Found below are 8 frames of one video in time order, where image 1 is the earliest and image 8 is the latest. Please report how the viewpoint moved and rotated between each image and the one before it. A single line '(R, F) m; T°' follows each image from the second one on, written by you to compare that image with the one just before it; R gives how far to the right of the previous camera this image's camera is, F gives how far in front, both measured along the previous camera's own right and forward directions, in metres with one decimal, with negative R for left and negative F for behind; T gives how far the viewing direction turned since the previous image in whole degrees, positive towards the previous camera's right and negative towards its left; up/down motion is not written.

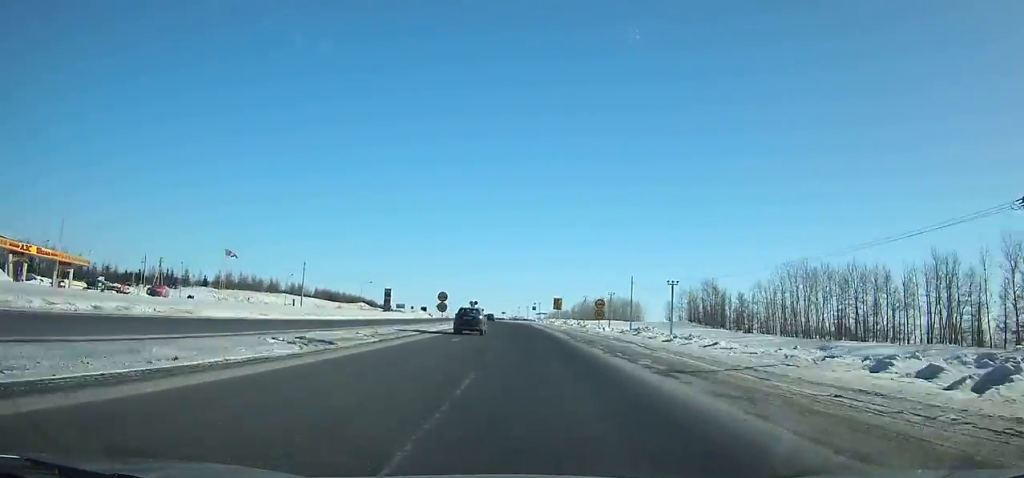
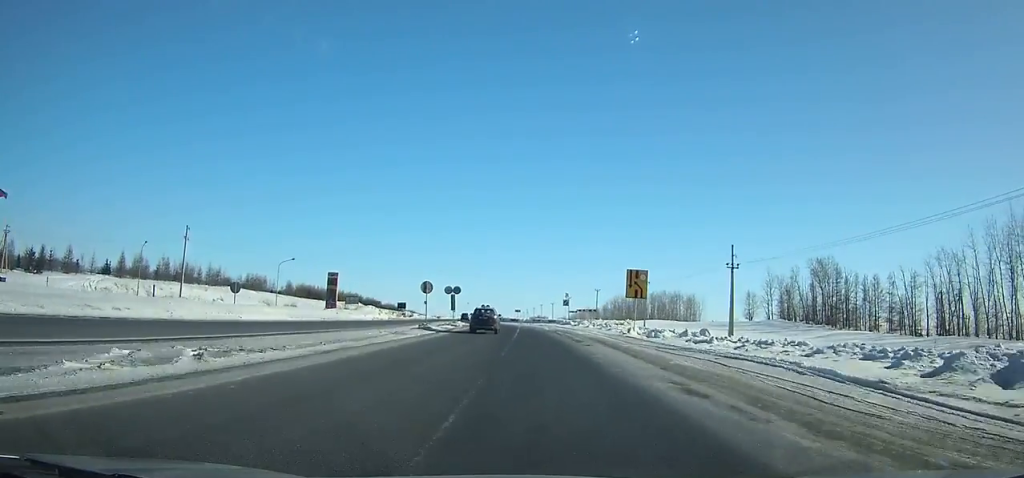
(-0.9, +61.4) m; -3°
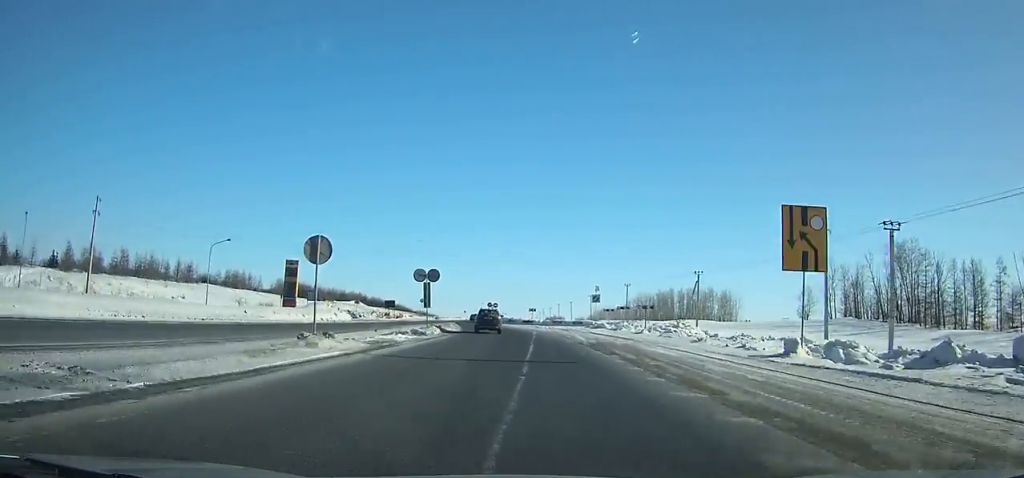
(+0.3, +25.3) m; -2°
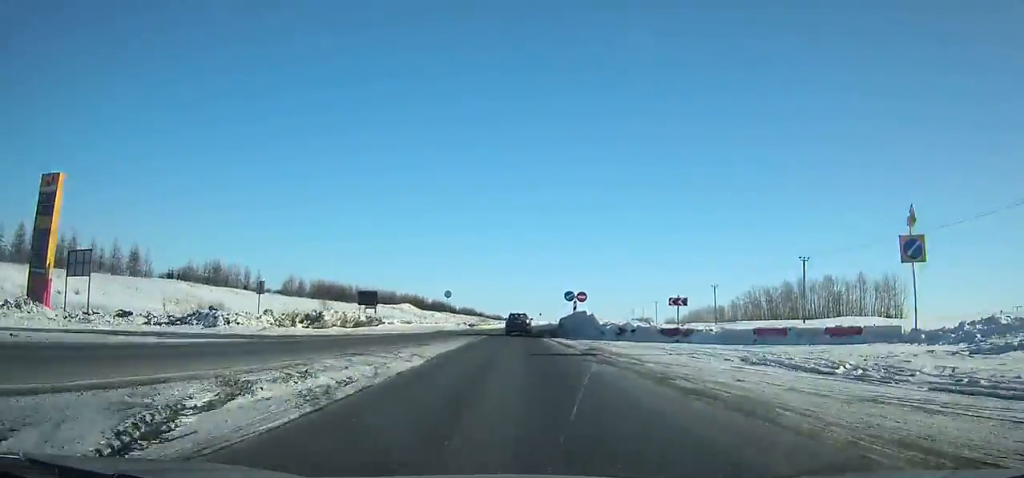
(-2.6, +53.2) m; -4°
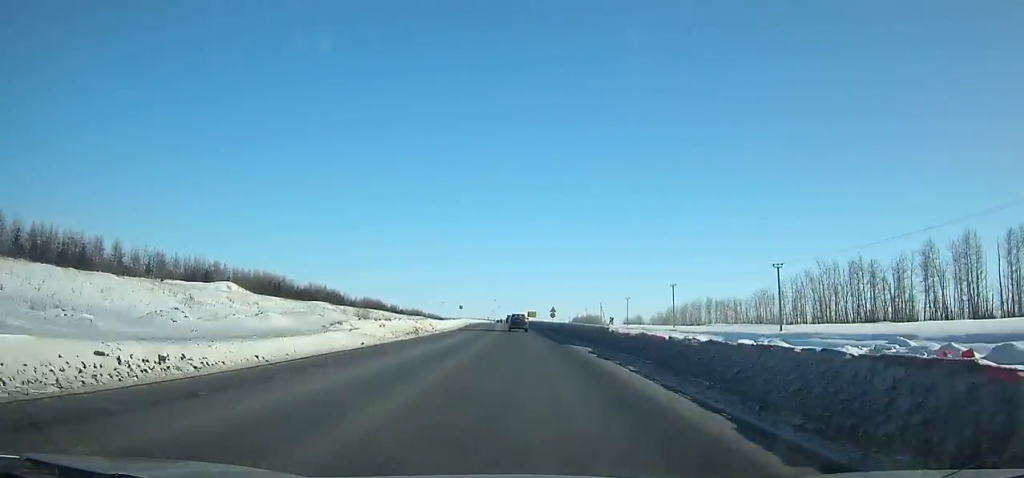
(+1.3, +104.9) m; +3°
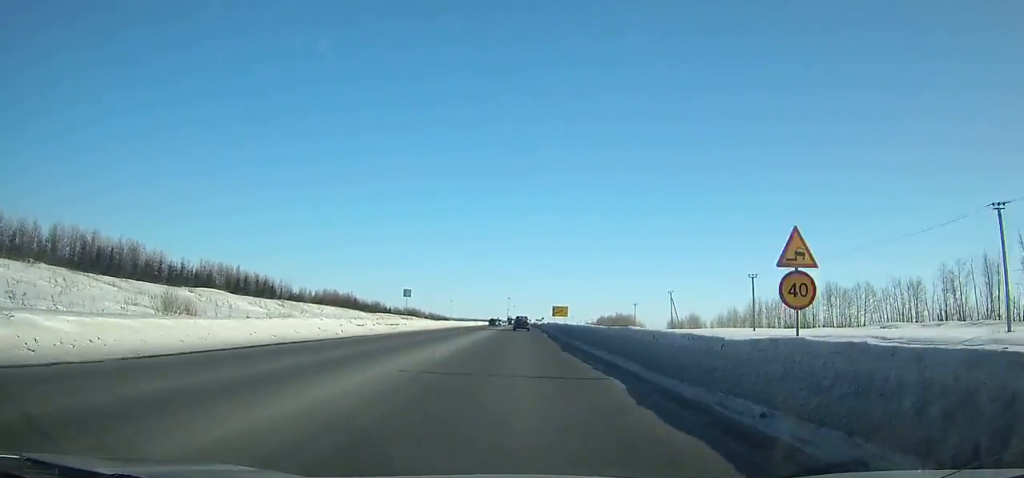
(+0.2, +84.2) m; 0°
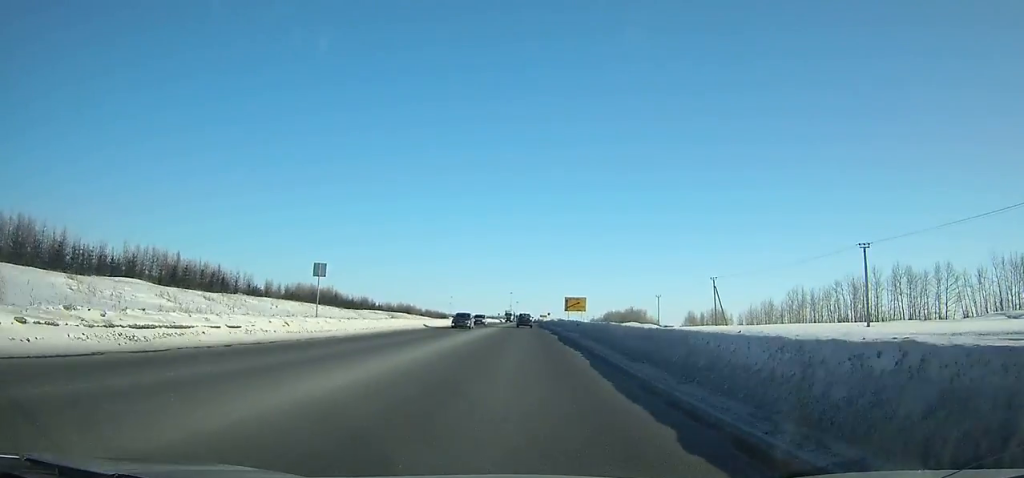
(+0.1, +29.2) m; 0°
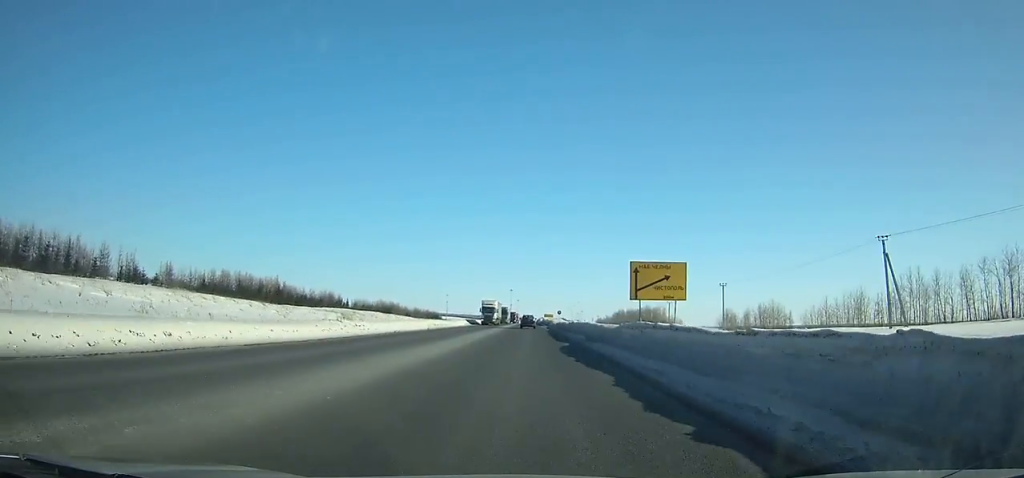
(-0.3, +52.5) m; -1°
